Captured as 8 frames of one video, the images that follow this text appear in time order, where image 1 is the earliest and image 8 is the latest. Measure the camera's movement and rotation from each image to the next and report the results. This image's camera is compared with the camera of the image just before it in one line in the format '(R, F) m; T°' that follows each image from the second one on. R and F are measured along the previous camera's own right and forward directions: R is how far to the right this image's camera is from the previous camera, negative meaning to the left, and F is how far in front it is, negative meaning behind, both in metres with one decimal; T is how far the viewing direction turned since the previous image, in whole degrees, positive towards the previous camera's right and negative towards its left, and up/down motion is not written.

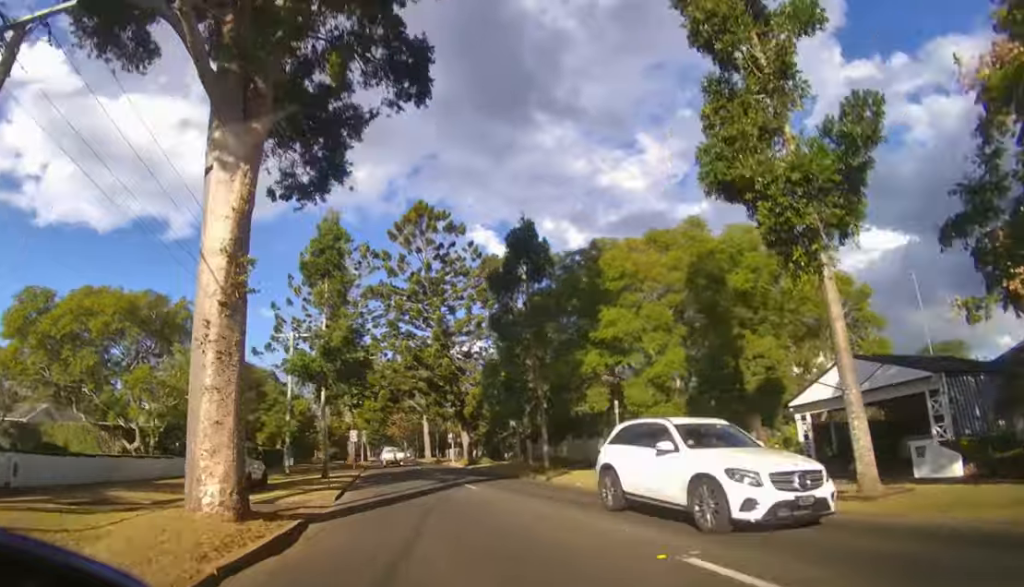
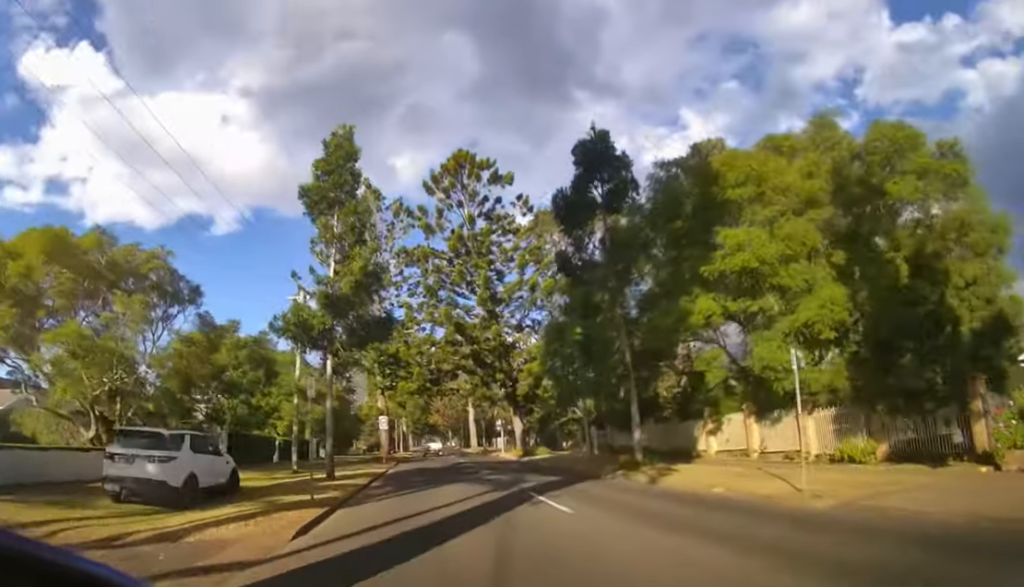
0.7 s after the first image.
(-0.6, +6.9) m; -8°
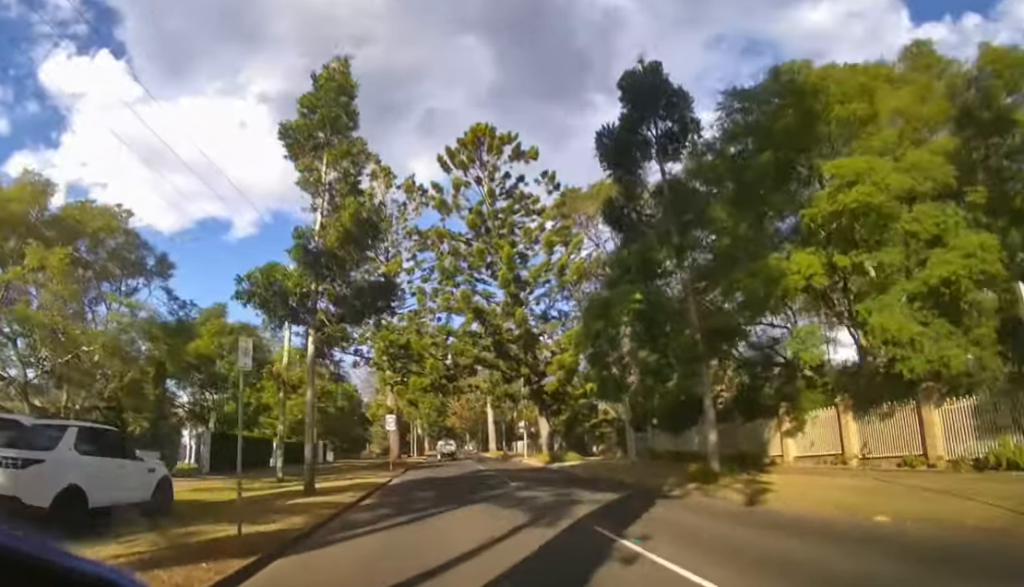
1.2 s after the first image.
(-0.3, +5.0) m; -2°
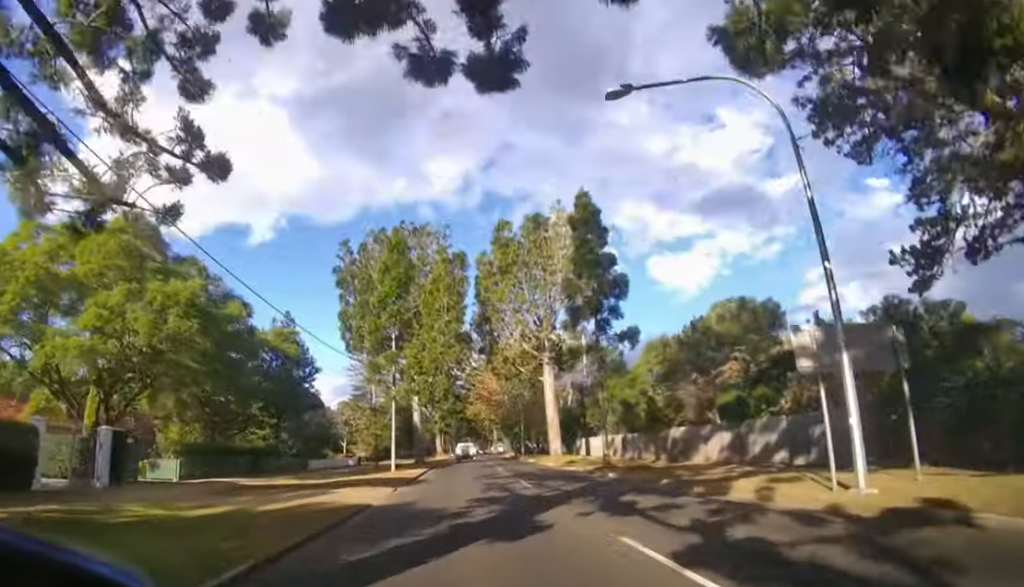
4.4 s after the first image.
(-1.9, +37.7) m; -3°
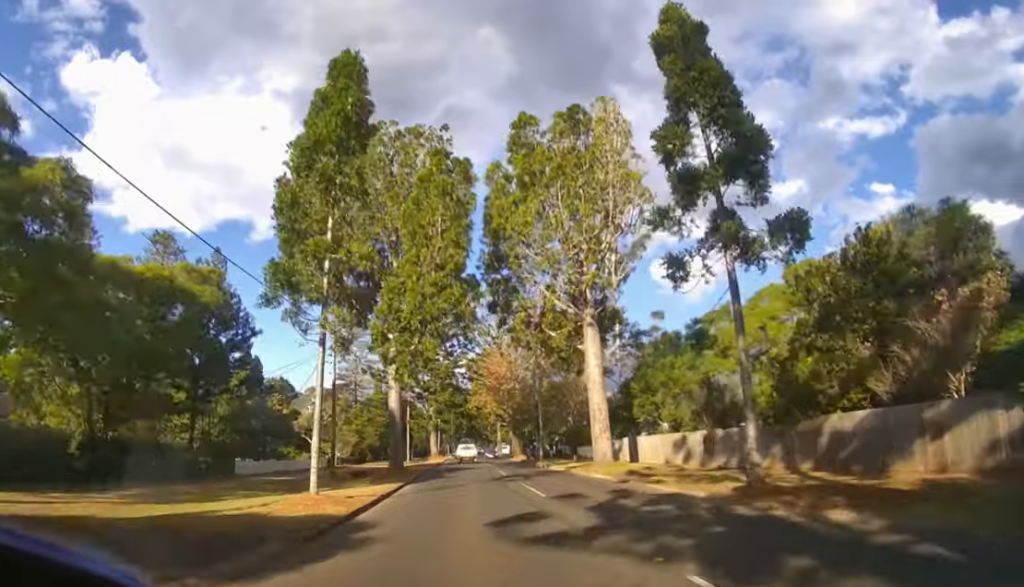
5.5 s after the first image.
(0.0, +12.0) m; 0°
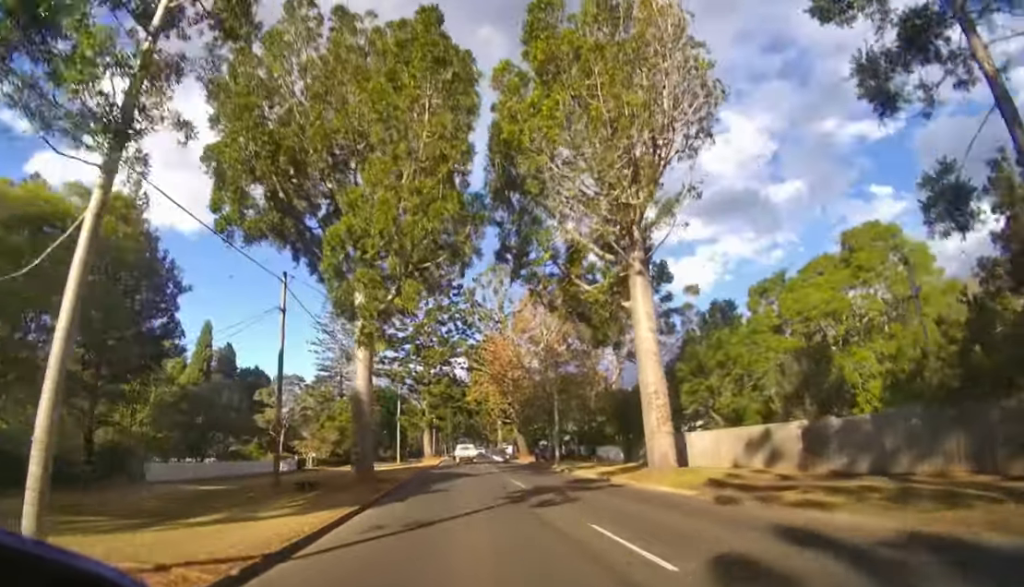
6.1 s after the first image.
(0.0, +7.5) m; 0°
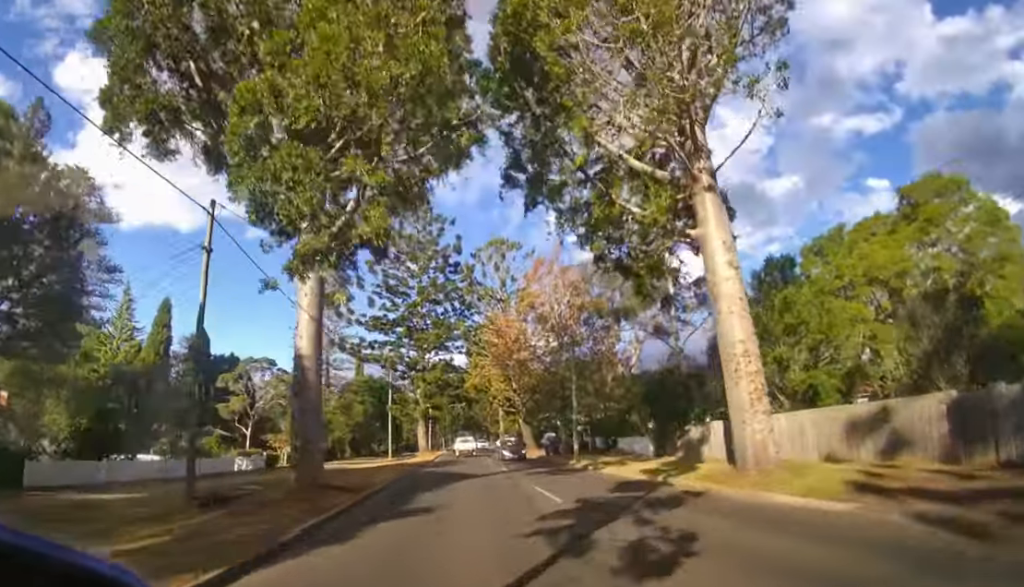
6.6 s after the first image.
(0.0, +6.3) m; 0°
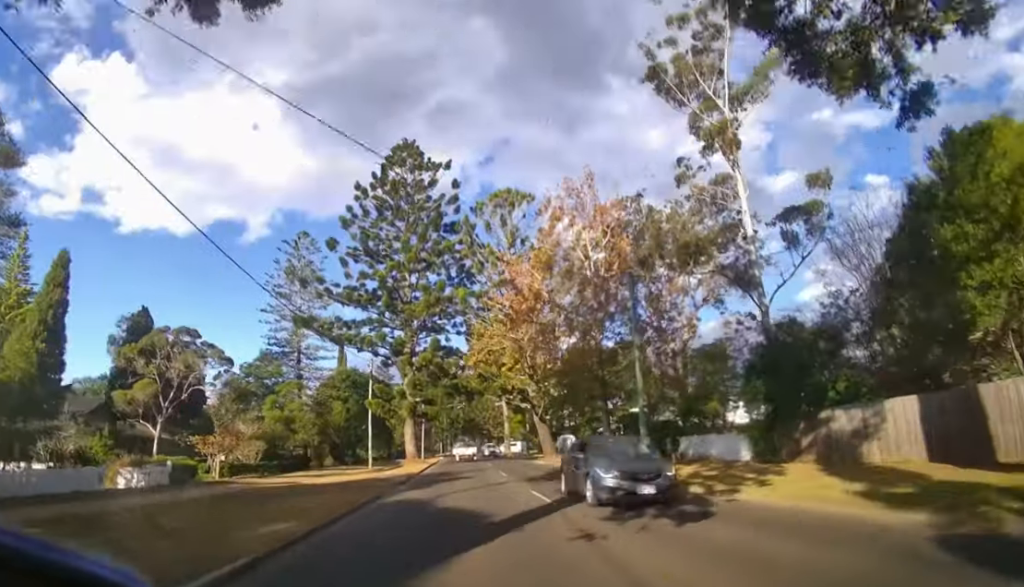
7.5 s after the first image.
(0.0, +10.8) m; 0°
